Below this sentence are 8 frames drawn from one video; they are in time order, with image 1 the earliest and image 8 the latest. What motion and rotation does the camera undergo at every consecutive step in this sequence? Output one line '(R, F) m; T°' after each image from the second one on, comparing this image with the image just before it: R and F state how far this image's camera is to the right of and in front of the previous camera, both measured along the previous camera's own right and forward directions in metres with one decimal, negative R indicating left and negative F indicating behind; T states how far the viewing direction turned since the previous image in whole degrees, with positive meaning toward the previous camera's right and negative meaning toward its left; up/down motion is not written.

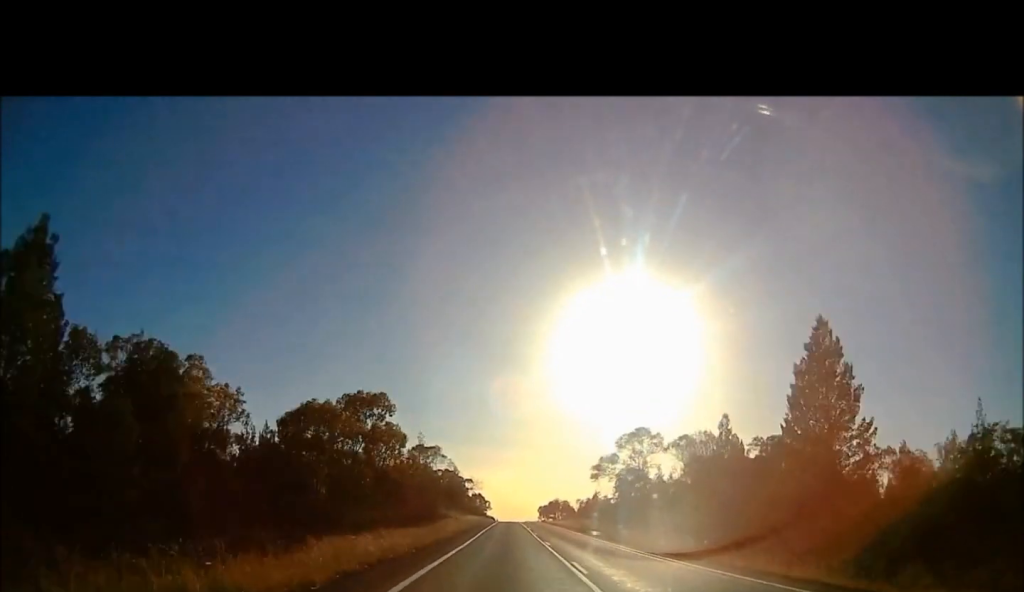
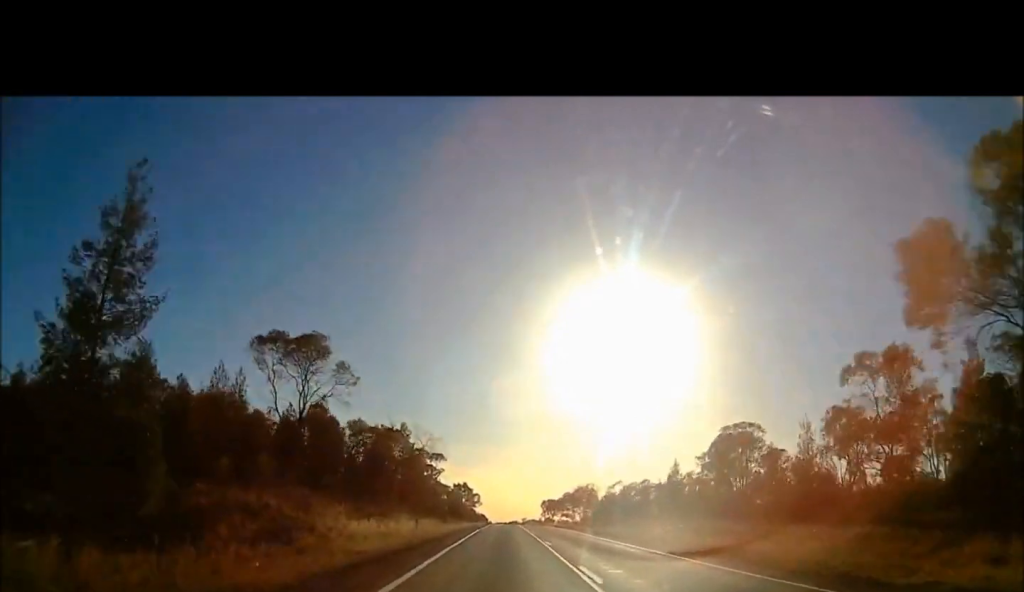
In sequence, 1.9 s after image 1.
(+0.4, +63.1) m; +1°
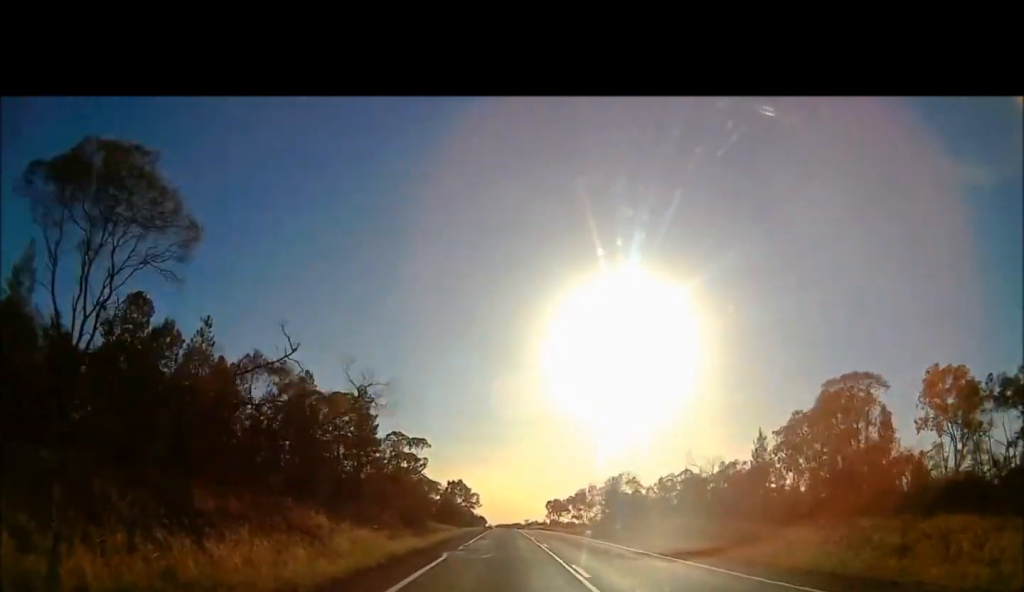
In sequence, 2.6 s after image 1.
(+0.2, +22.2) m; +1°
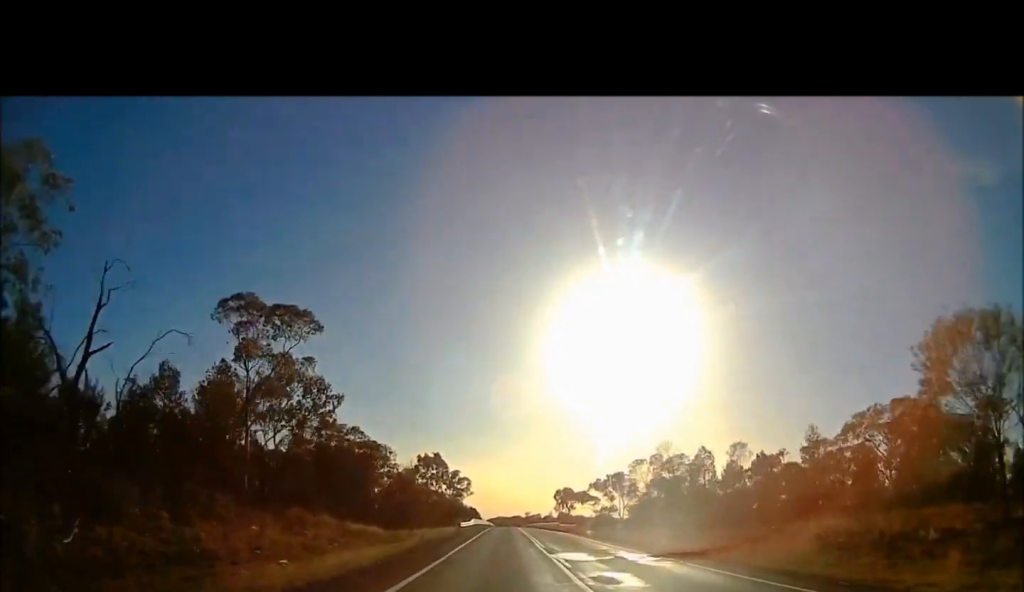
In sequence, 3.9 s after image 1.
(0.0, +44.6) m; +1°
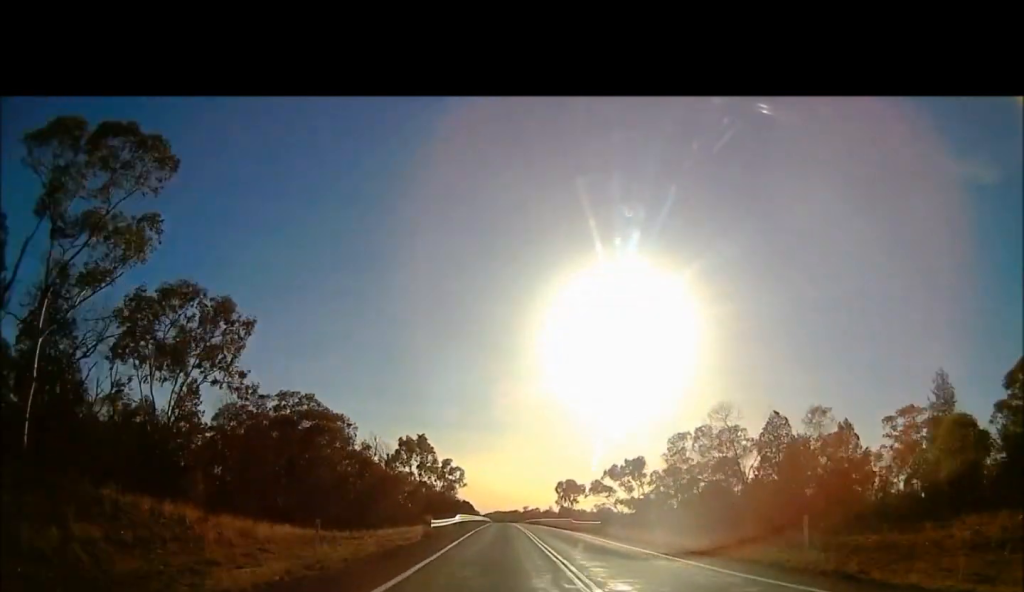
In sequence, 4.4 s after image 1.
(-0.2, +15.6) m; +1°
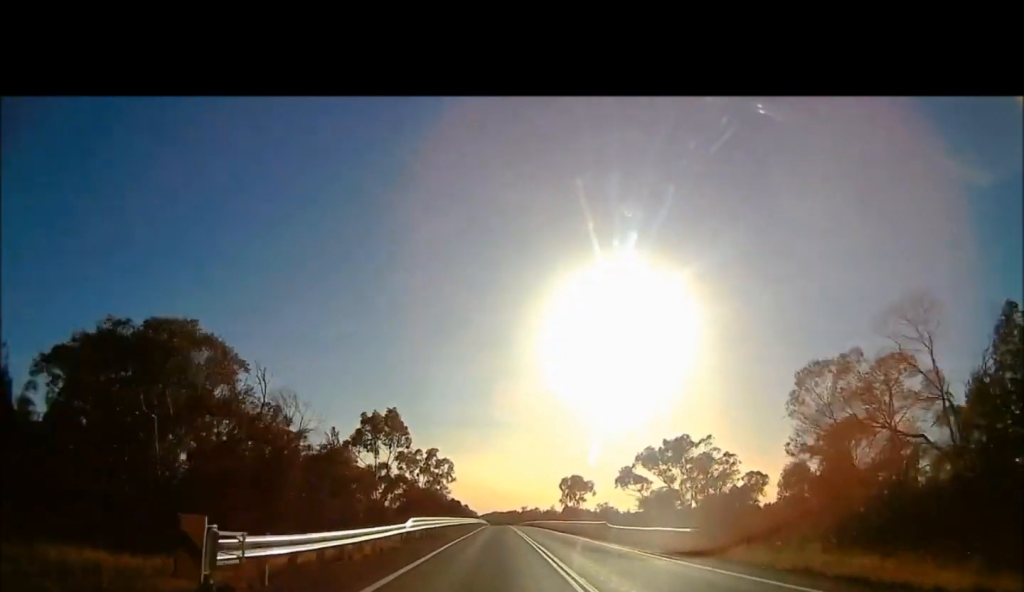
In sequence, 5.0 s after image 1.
(+0.3, +21.1) m; +1°
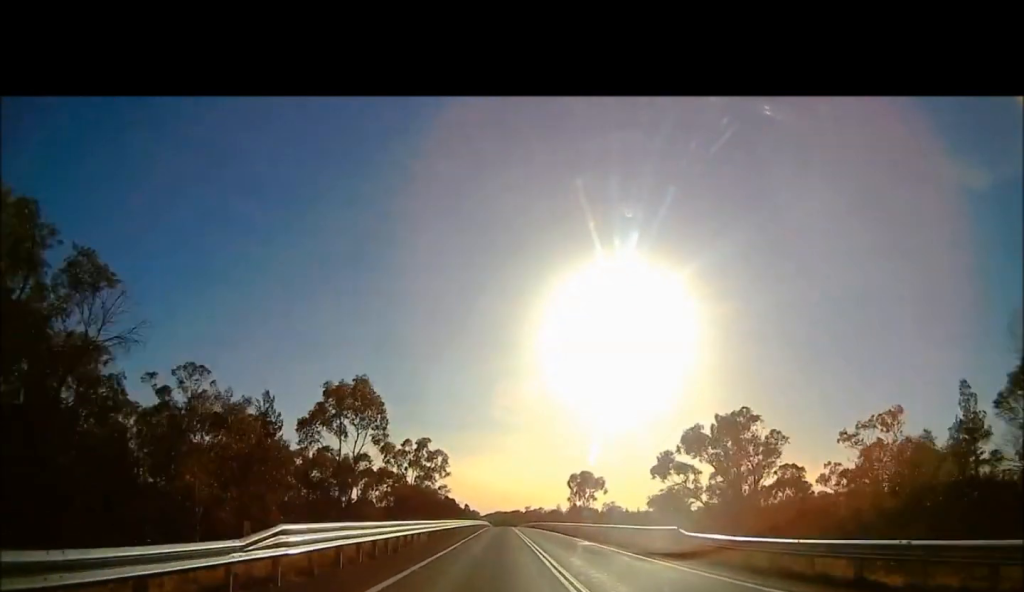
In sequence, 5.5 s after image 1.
(+0.3, +15.6) m; +1°
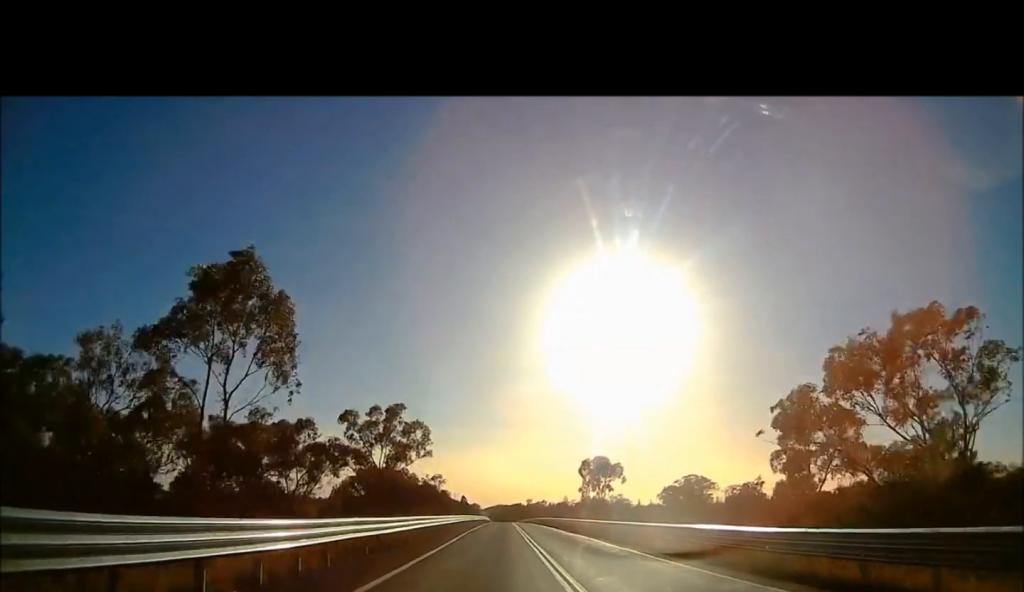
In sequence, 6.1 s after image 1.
(+0.1, +22.3) m; -3°
